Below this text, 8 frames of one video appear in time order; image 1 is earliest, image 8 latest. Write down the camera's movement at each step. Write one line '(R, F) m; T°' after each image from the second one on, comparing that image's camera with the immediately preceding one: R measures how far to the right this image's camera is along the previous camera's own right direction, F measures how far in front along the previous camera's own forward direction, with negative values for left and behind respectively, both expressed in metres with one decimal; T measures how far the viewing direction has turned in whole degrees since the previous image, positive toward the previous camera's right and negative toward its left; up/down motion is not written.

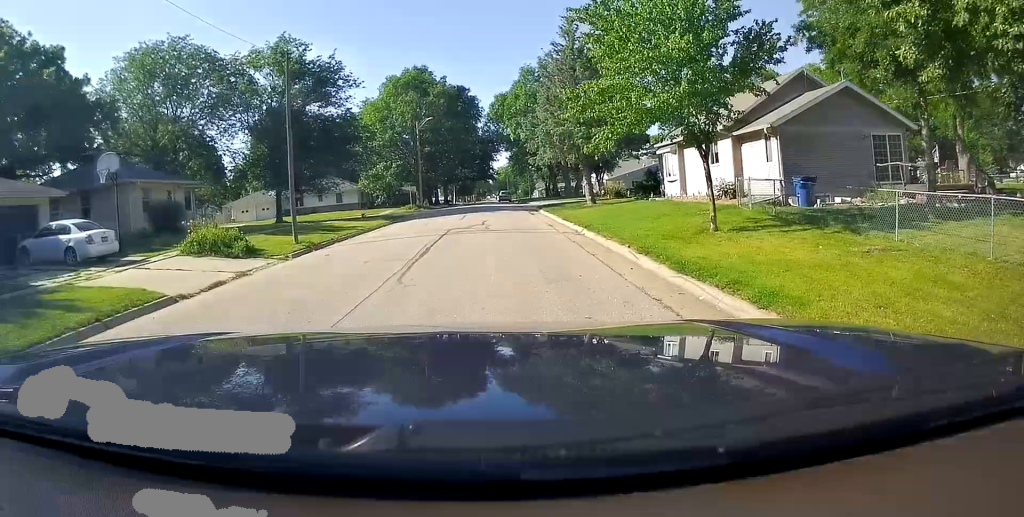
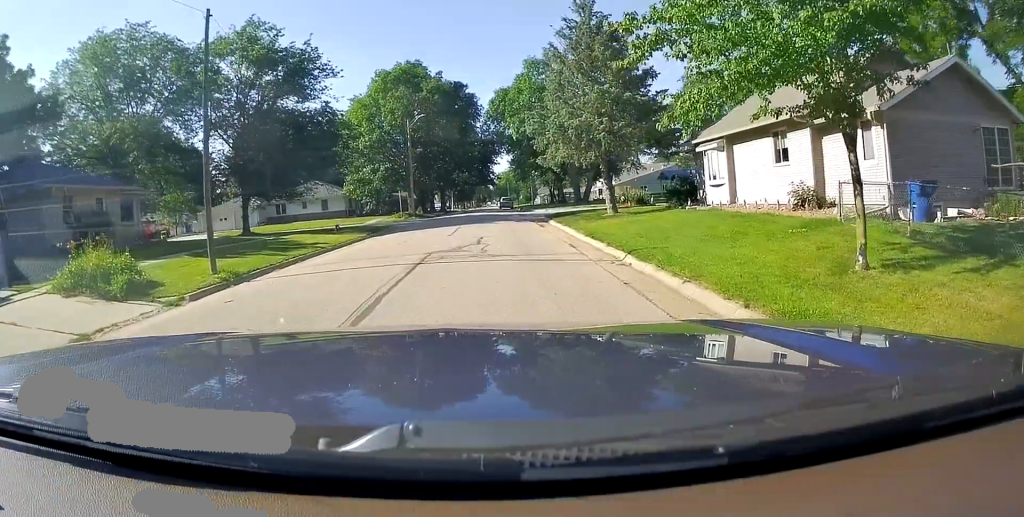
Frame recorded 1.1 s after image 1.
(0.0, +6.1) m; 0°
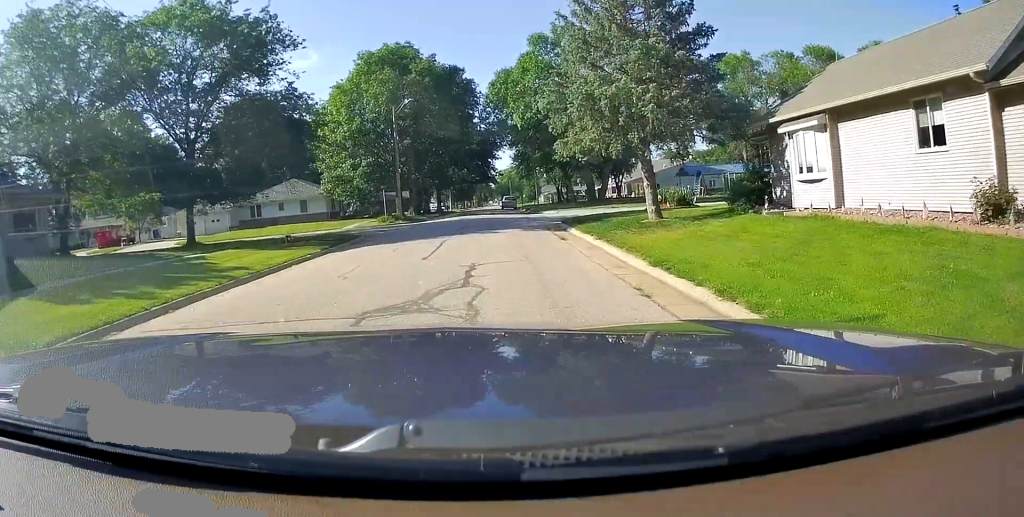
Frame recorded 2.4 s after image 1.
(0.0, +7.6) m; 0°
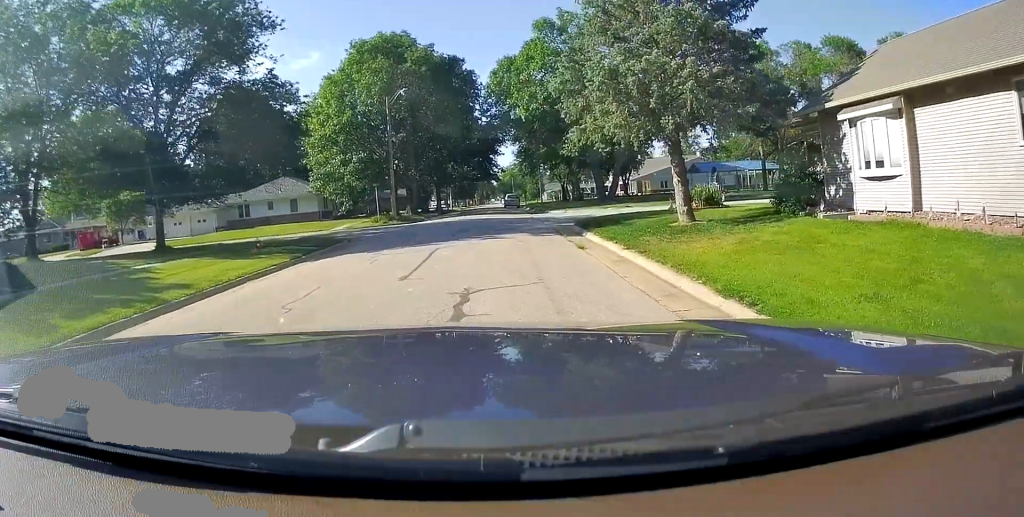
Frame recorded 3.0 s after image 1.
(0.0, +3.7) m; 0°
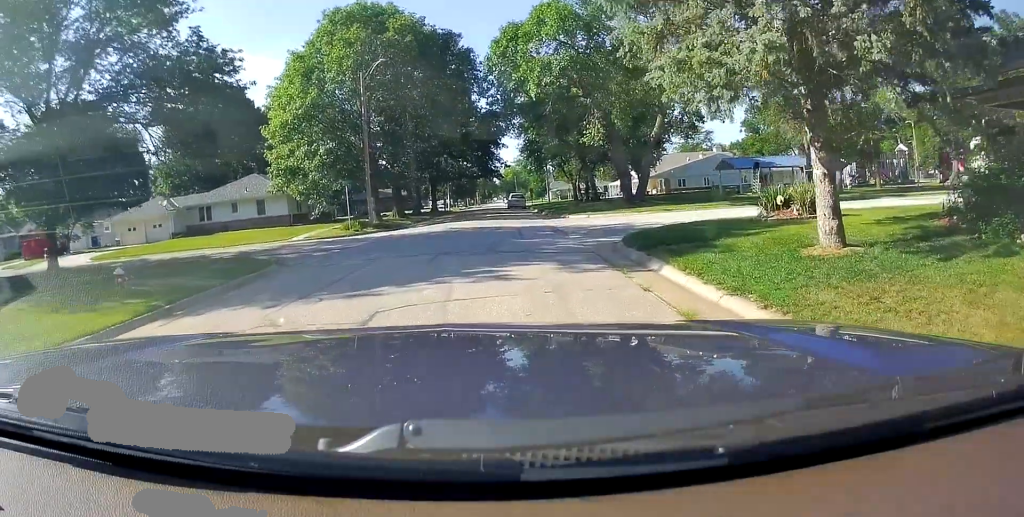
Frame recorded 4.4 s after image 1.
(0.0, +9.3) m; 0°
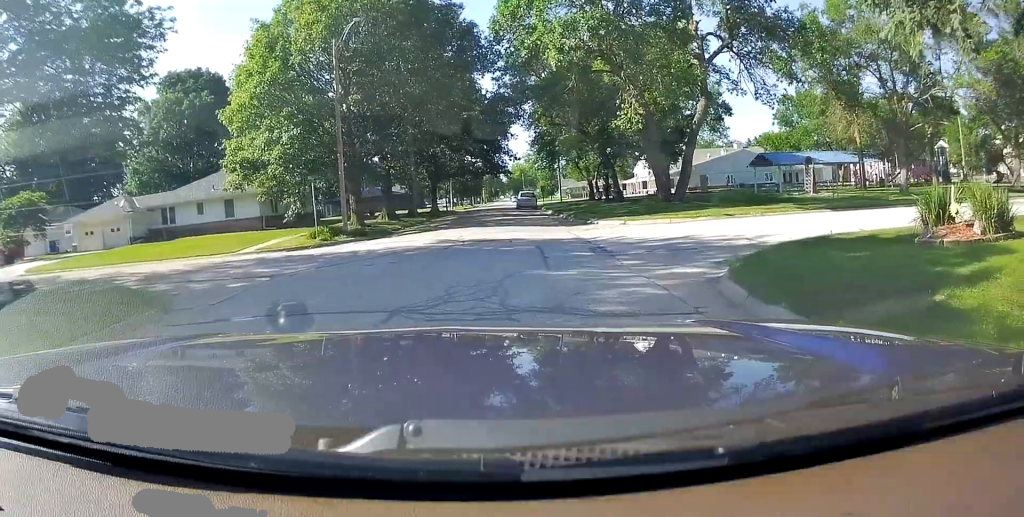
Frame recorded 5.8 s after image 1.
(0.0, +7.9) m; 0°
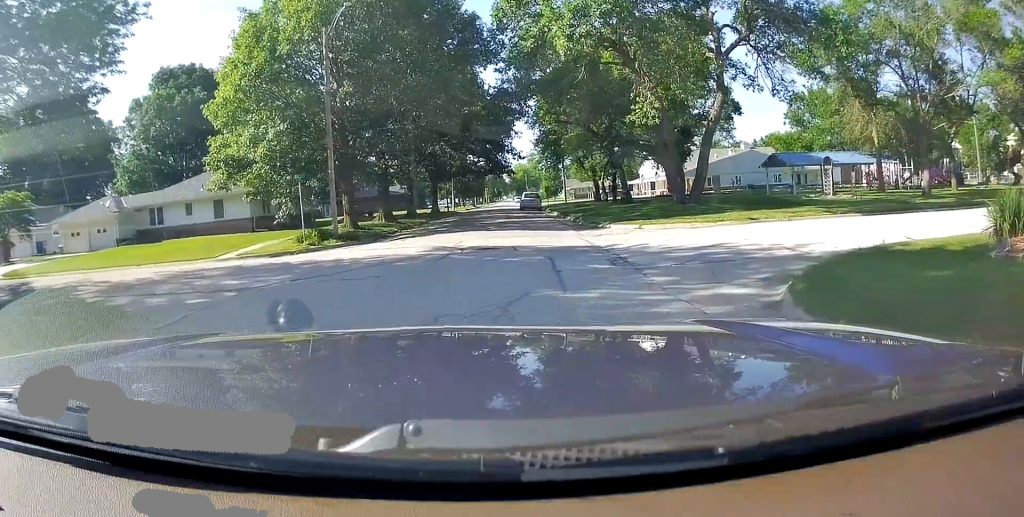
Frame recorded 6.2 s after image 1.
(0.0, +2.3) m; 0°
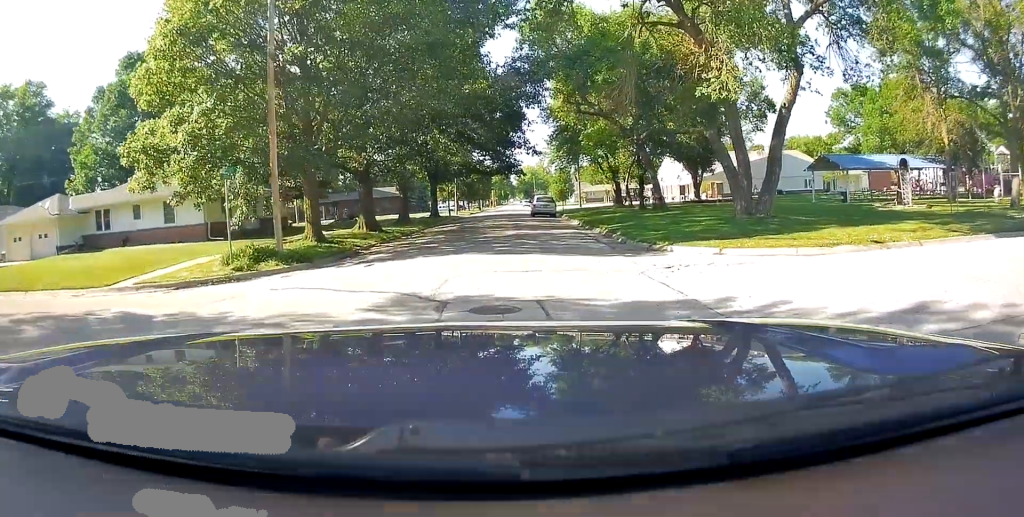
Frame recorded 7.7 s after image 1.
(0.0, +8.1) m; 0°
